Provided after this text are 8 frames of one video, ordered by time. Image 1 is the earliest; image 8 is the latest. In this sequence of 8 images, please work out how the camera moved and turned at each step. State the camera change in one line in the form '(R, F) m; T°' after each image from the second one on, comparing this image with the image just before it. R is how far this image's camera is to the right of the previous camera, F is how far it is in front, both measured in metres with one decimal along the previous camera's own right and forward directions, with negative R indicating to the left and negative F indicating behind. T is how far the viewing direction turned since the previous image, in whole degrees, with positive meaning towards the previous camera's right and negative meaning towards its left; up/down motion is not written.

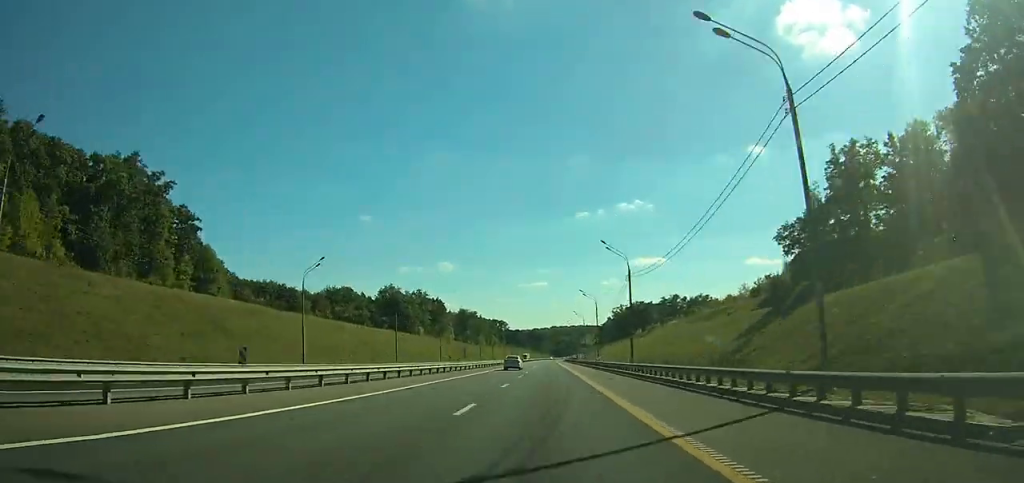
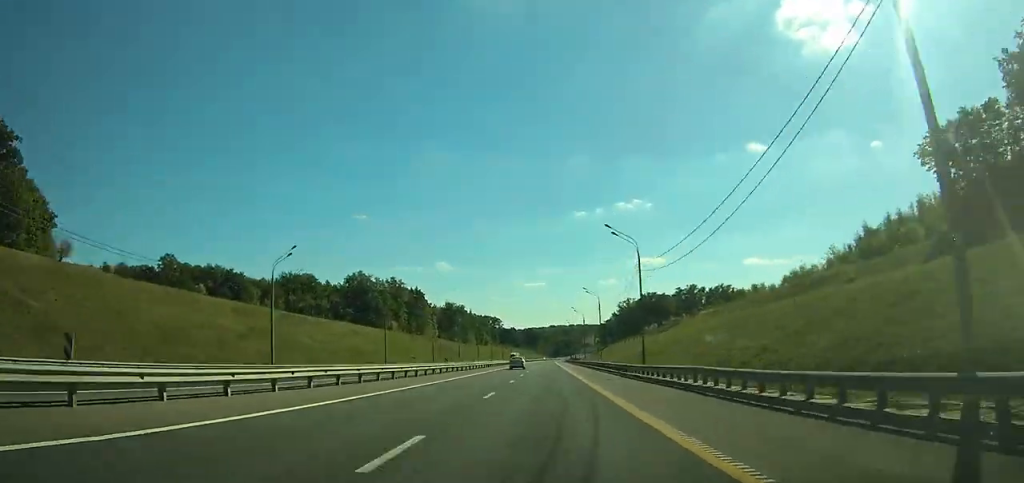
(0.0, +43.3) m; 0°
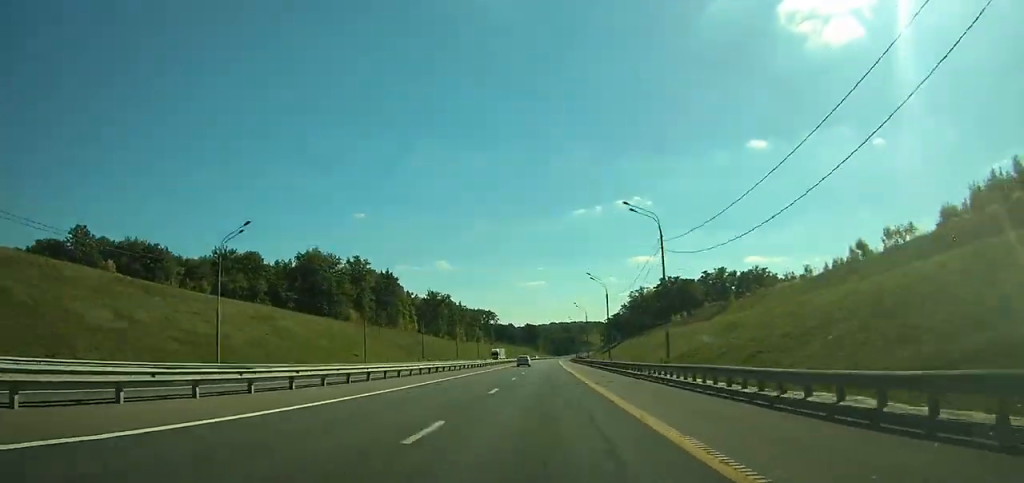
(0.0, +52.1) m; +1°
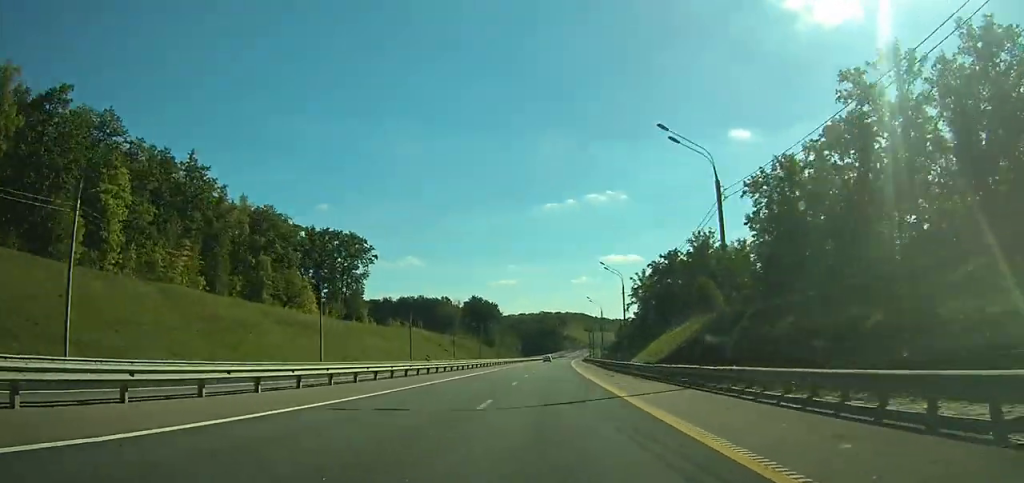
(+40.8, +273.3) m; +5°
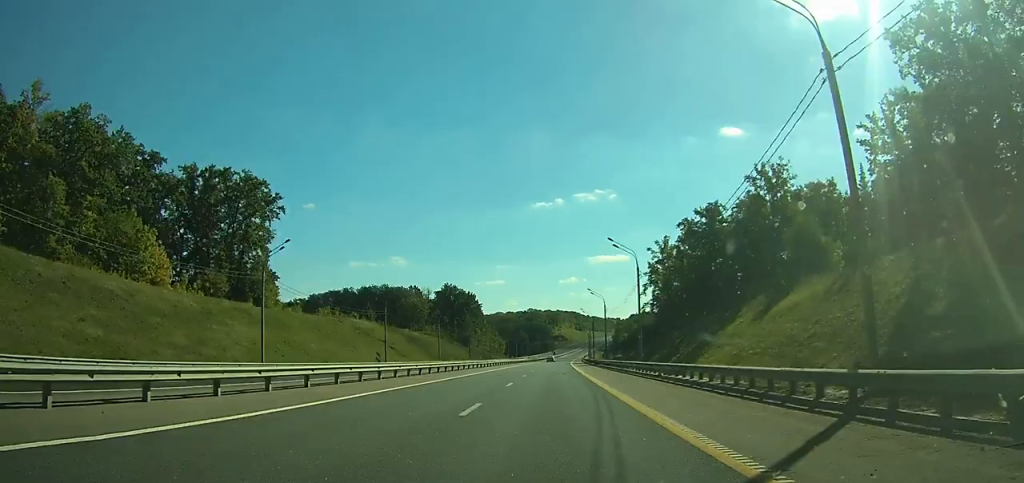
(-7.3, +36.4) m; -7°
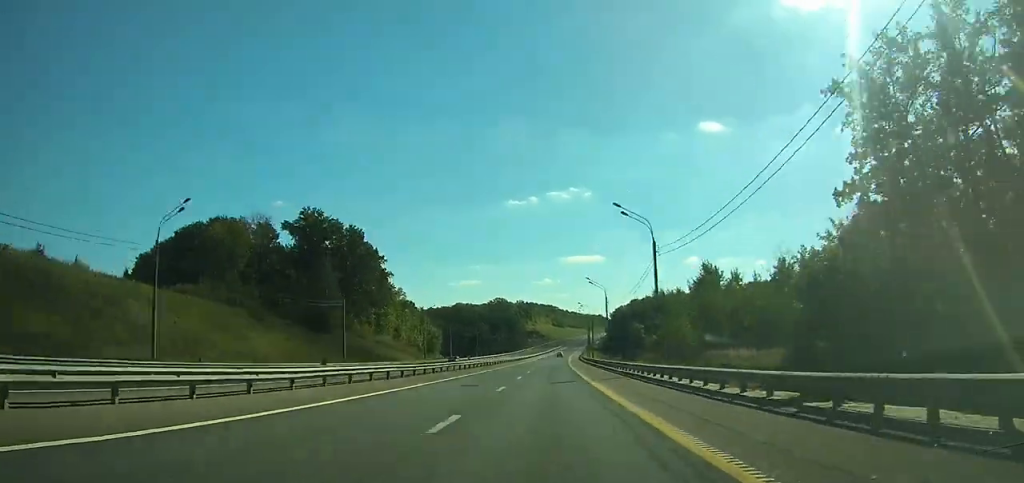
(-17.9, +94.5) m; -1°
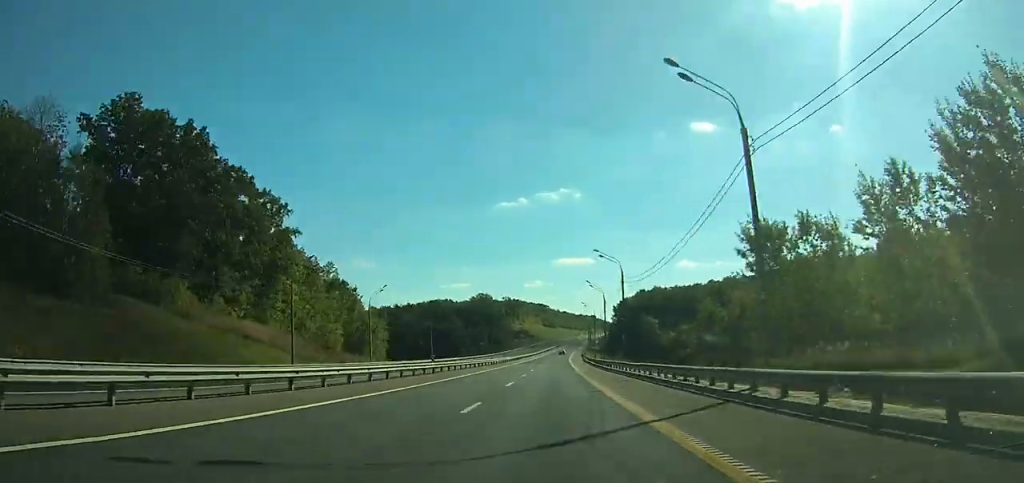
(+4.2, +56.6) m; +7°
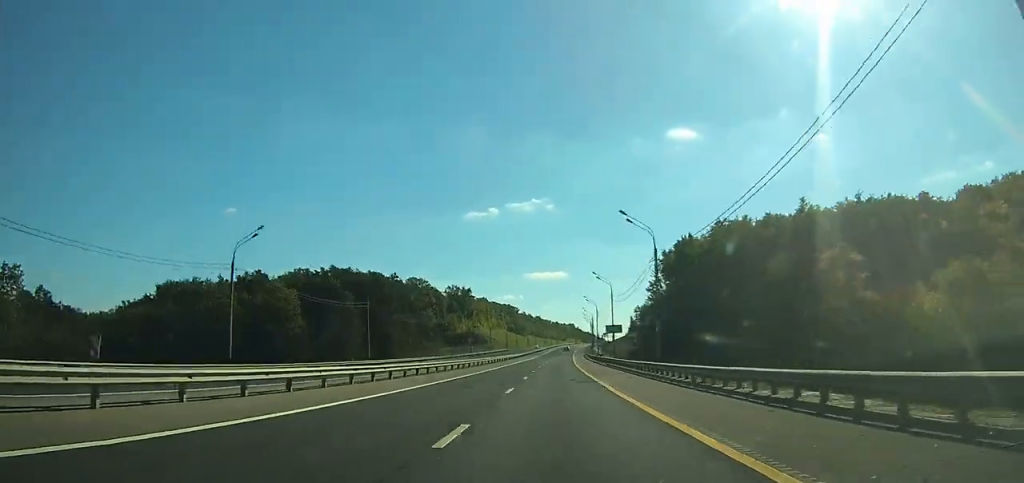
(+10.9, +152.3) m; +6°
